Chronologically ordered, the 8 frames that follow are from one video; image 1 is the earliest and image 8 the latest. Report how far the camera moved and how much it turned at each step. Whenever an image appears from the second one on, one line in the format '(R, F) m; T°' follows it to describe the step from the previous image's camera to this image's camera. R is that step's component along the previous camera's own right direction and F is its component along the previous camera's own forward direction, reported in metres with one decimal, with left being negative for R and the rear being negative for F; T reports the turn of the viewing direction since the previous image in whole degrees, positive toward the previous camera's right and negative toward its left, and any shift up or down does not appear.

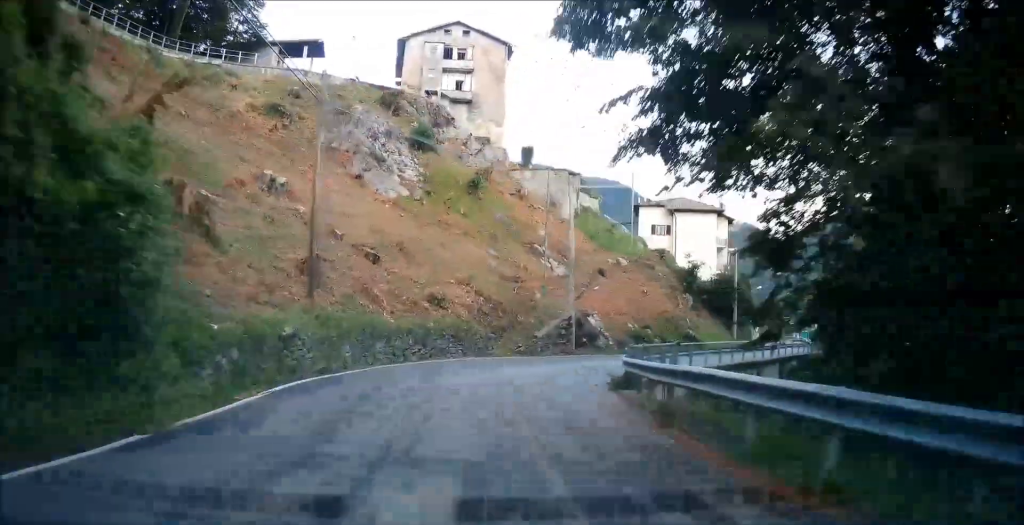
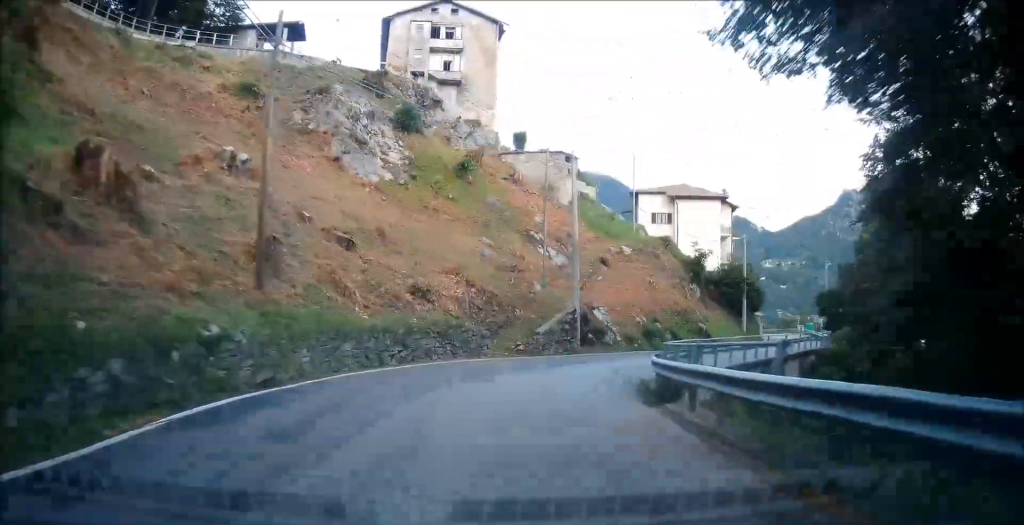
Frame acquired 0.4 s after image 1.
(0.0, +4.4) m; +2°
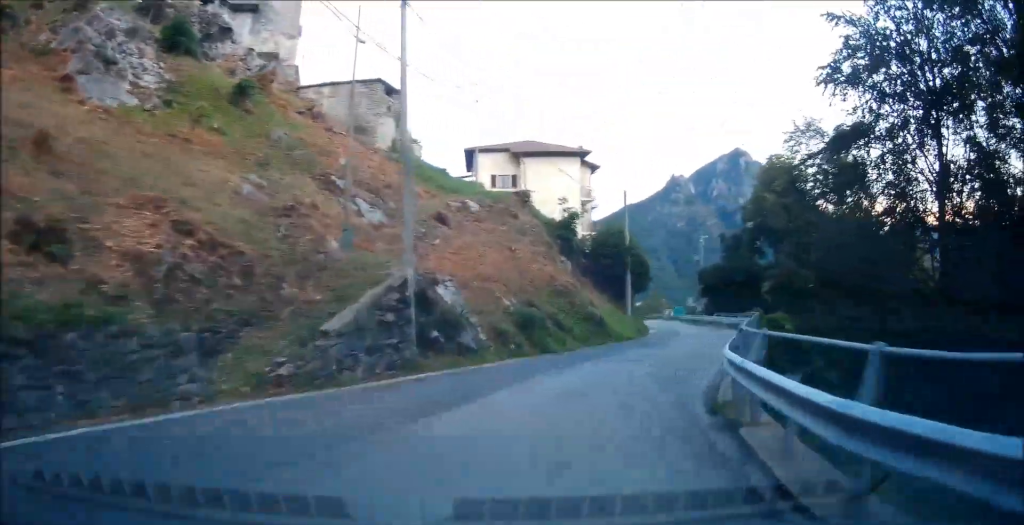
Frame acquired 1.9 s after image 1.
(+1.1, +15.0) m; +12°
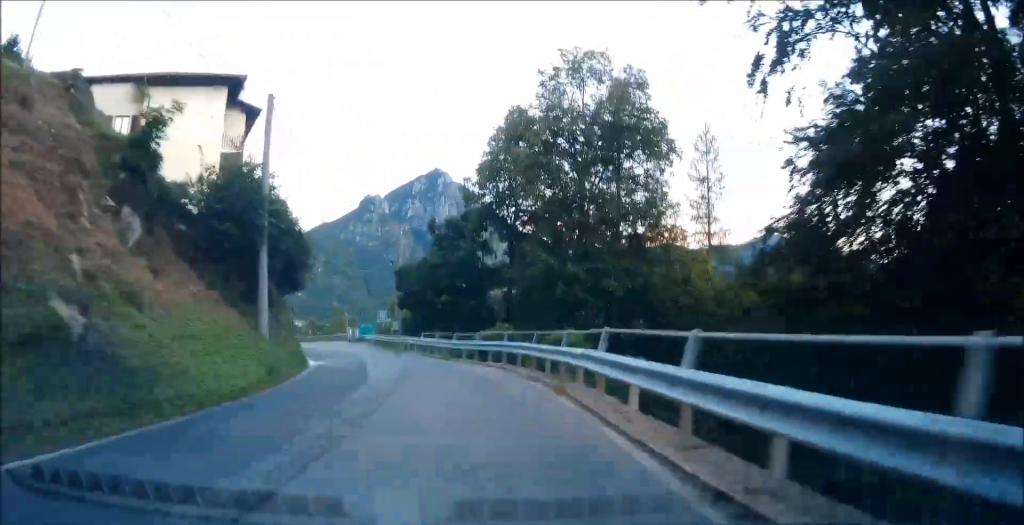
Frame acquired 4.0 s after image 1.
(+3.5, +20.2) m; +20°
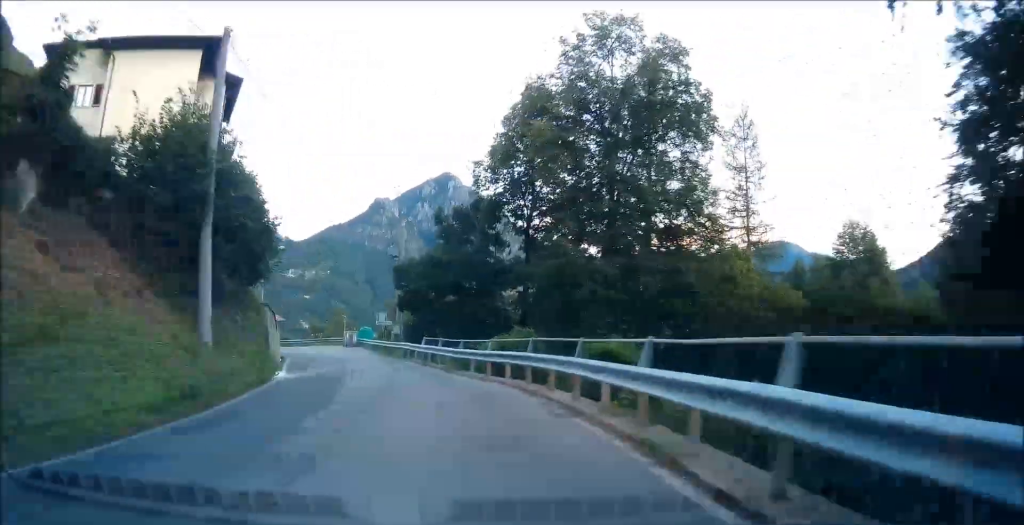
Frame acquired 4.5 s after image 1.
(+0.3, +5.8) m; +3°
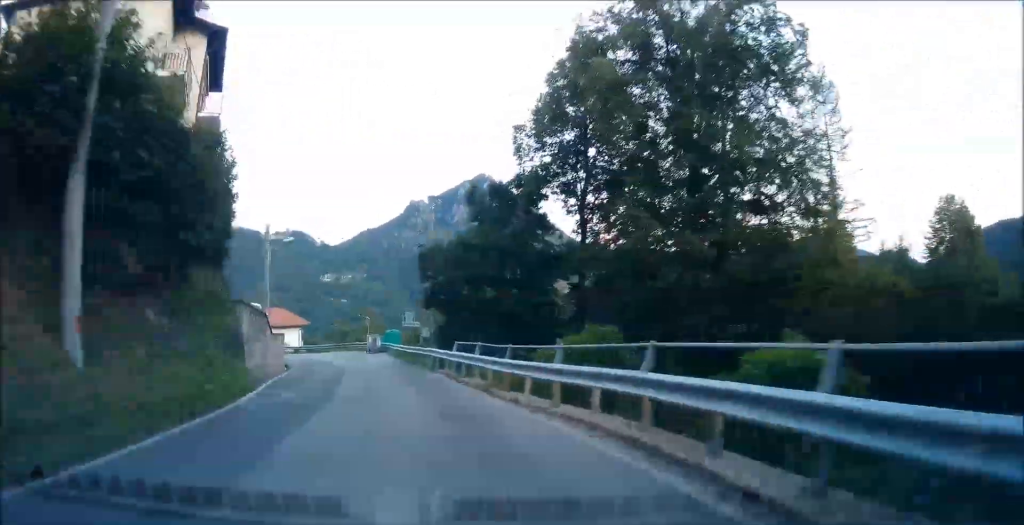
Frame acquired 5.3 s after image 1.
(+0.8, +7.8) m; +2°
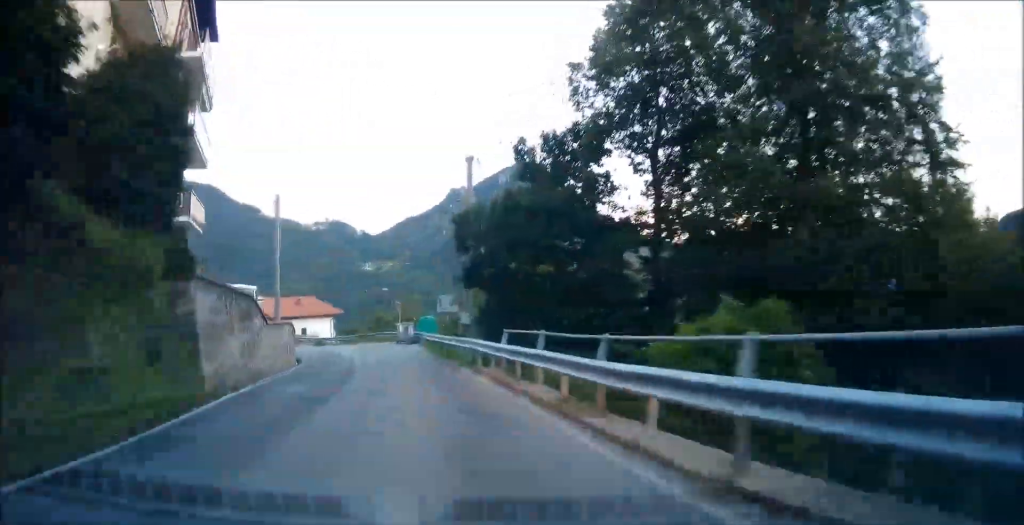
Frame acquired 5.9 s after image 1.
(-0.5, +6.9) m; -5°
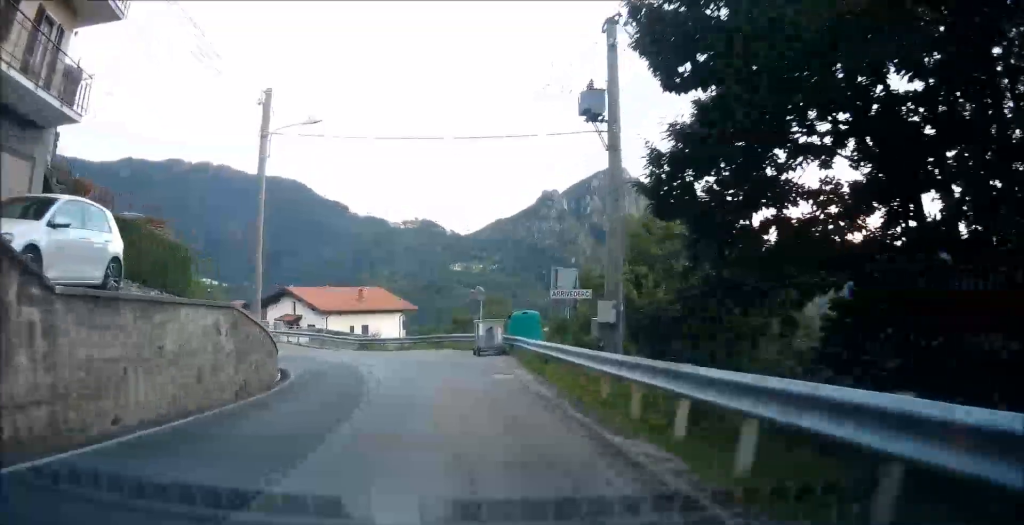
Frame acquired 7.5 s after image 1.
(-1.3, +17.9) m; -7°
